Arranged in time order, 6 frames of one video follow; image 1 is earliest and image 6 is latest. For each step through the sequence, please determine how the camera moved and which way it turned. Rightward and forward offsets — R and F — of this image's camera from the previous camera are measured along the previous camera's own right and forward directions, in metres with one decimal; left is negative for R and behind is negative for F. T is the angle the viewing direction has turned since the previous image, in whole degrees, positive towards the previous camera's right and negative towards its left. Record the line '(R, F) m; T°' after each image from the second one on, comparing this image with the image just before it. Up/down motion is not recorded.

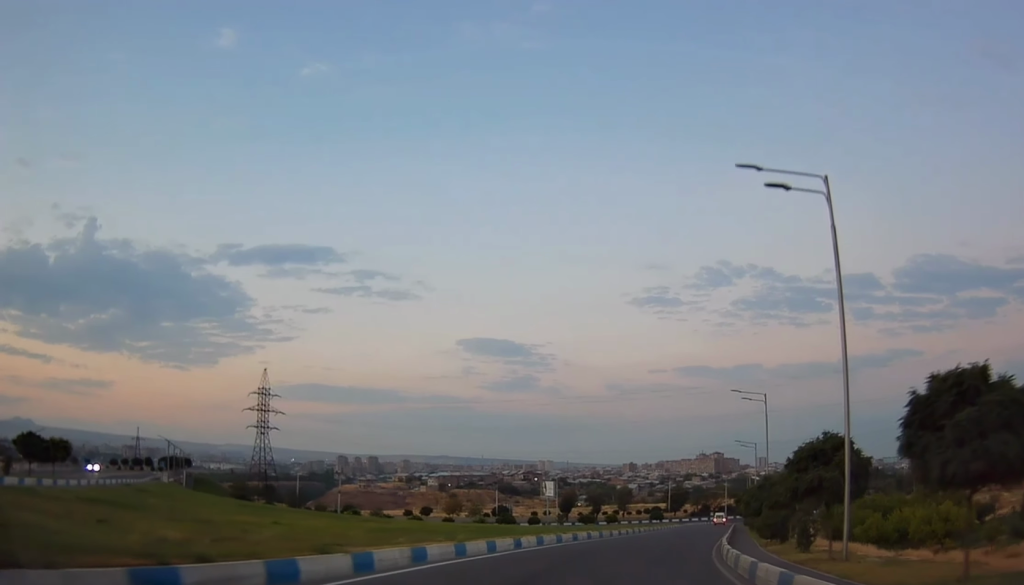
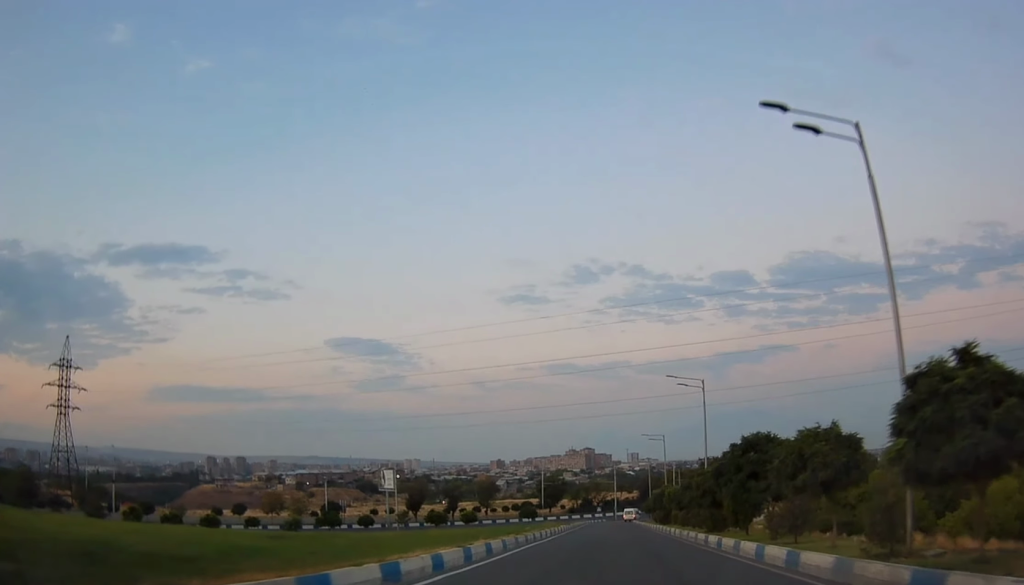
(+3.4, +32.9) m; +10°
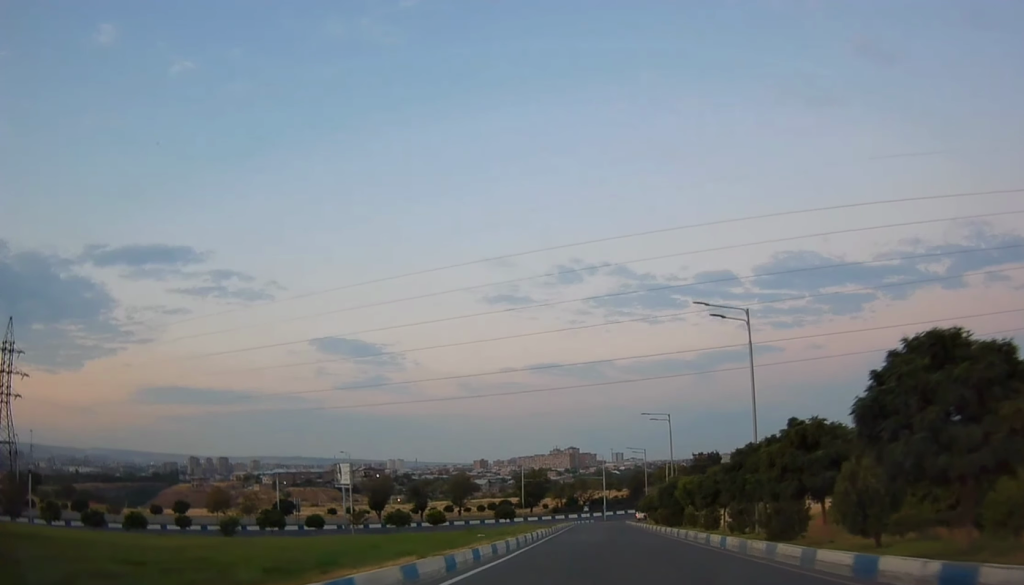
(+0.5, +14.7) m; +4°
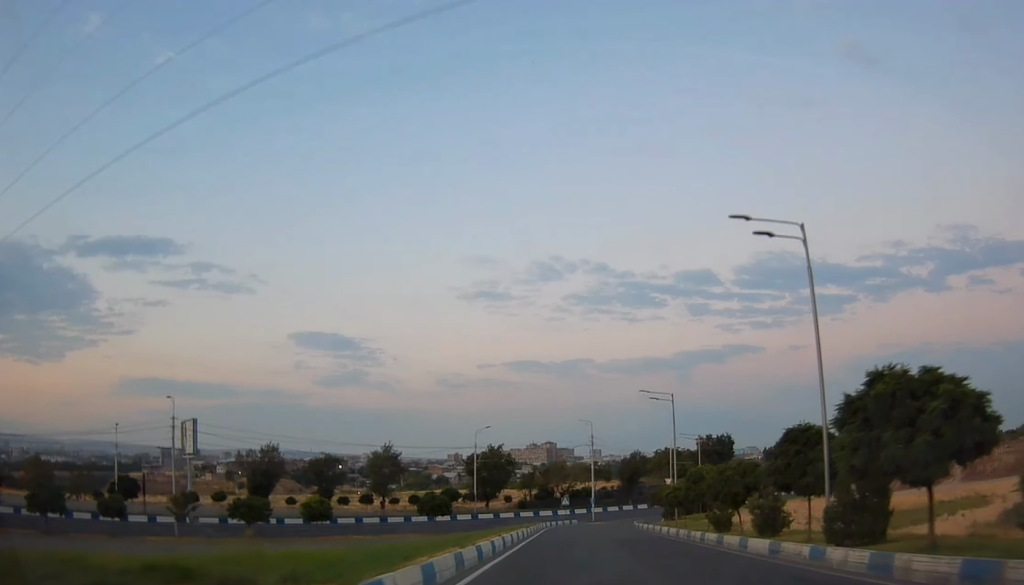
(+1.6, +38.0) m; +3°
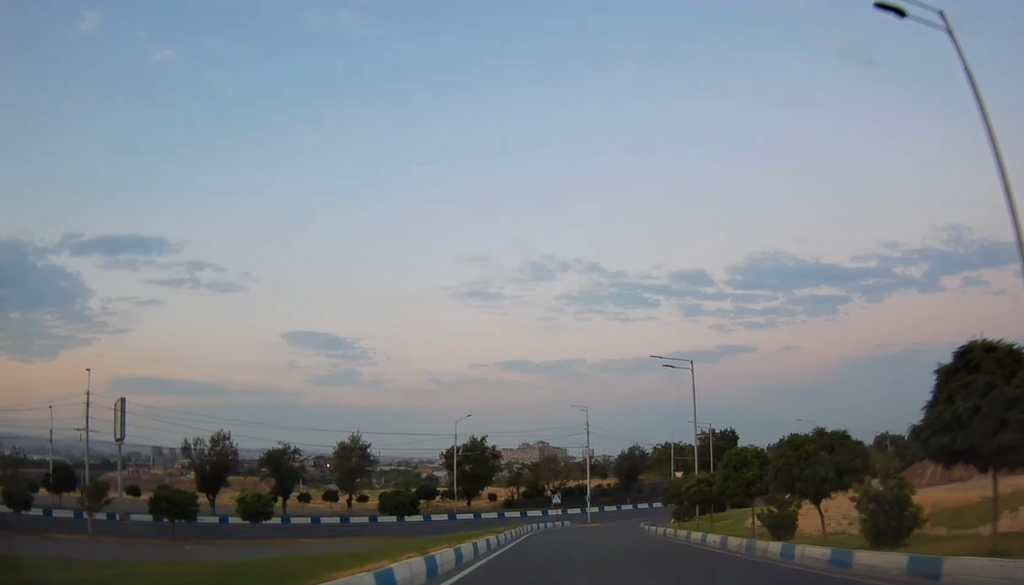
(+0.4, +11.0) m; 0°
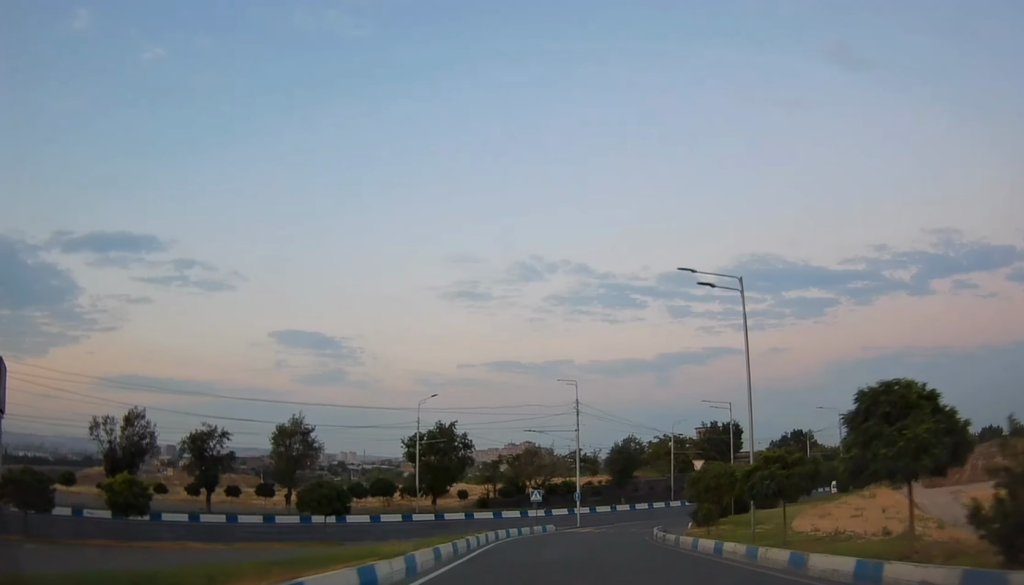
(-0.5, +14.6) m; -1°
